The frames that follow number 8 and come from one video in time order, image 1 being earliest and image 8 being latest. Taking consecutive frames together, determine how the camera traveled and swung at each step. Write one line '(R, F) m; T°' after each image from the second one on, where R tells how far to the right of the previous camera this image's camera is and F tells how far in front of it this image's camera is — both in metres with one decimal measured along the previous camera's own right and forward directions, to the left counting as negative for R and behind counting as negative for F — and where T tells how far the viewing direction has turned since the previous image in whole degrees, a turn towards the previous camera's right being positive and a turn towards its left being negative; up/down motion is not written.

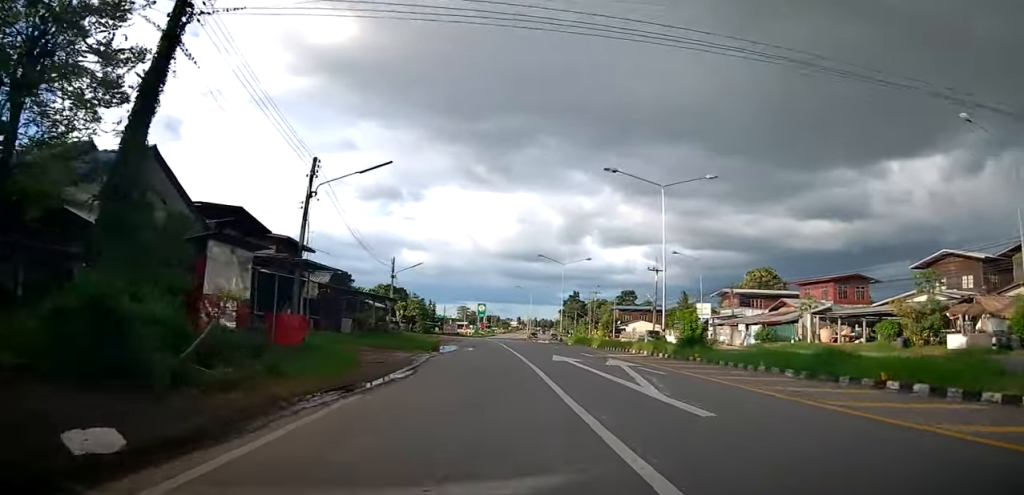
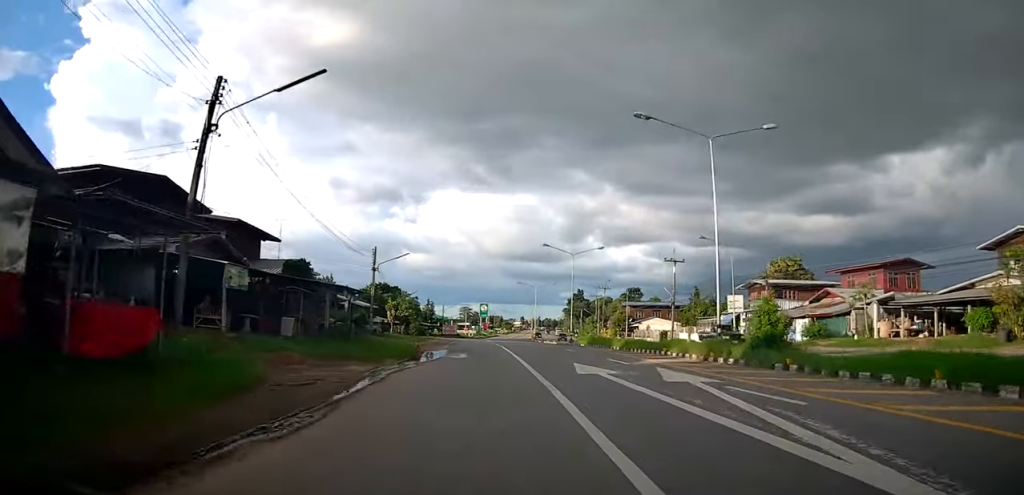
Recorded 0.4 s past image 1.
(0.0, +7.6) m; 0°
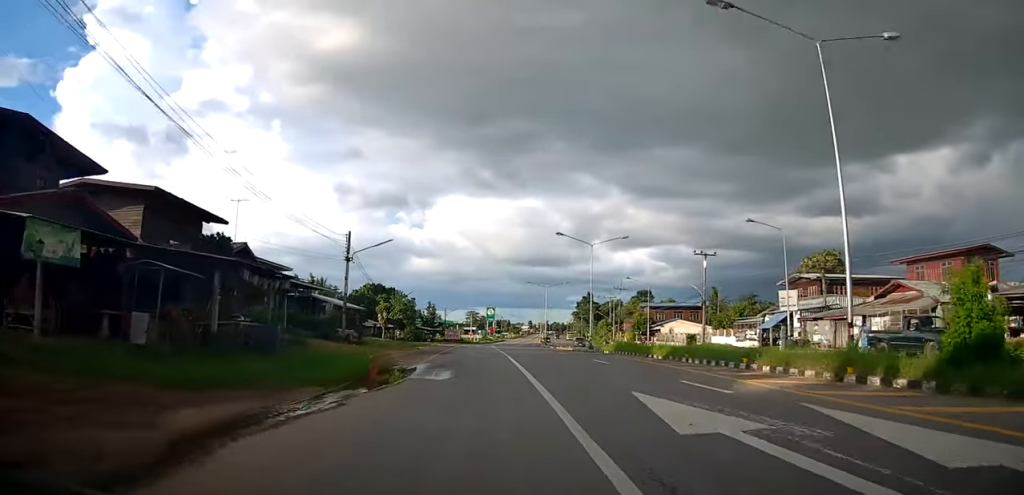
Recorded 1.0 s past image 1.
(+0.4, +8.7) m; 0°
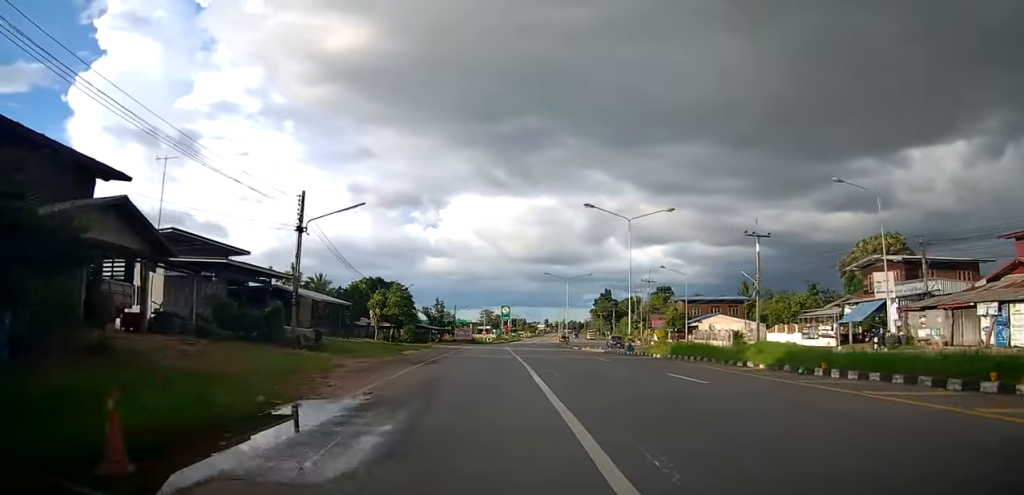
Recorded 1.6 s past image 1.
(0.0, +10.1) m; -2°
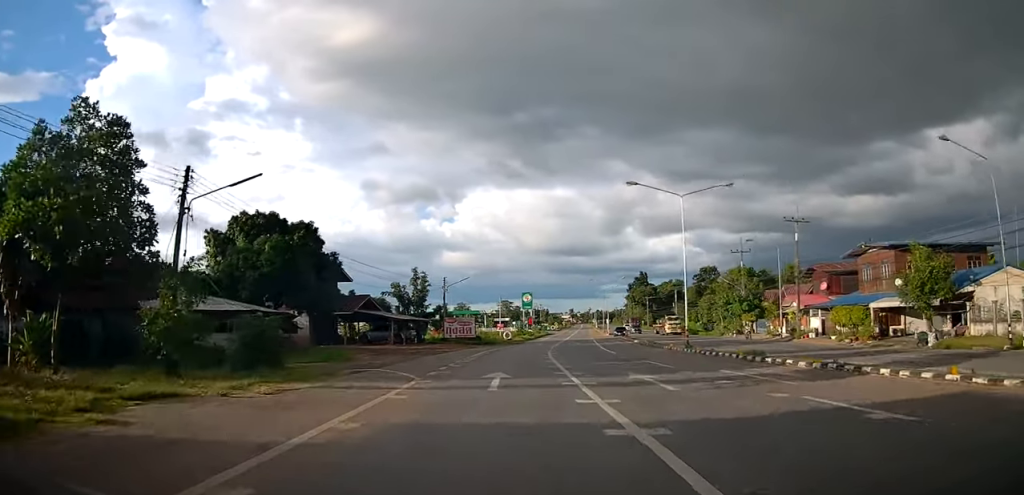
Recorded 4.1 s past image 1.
(-2.5, +43.2) m; -1°
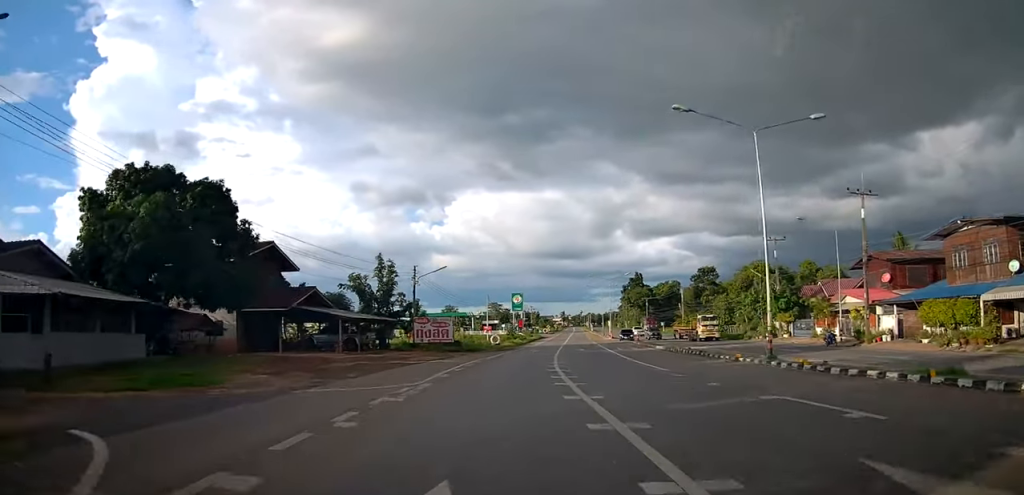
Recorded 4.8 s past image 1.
(+0.1, +11.7) m; 0°
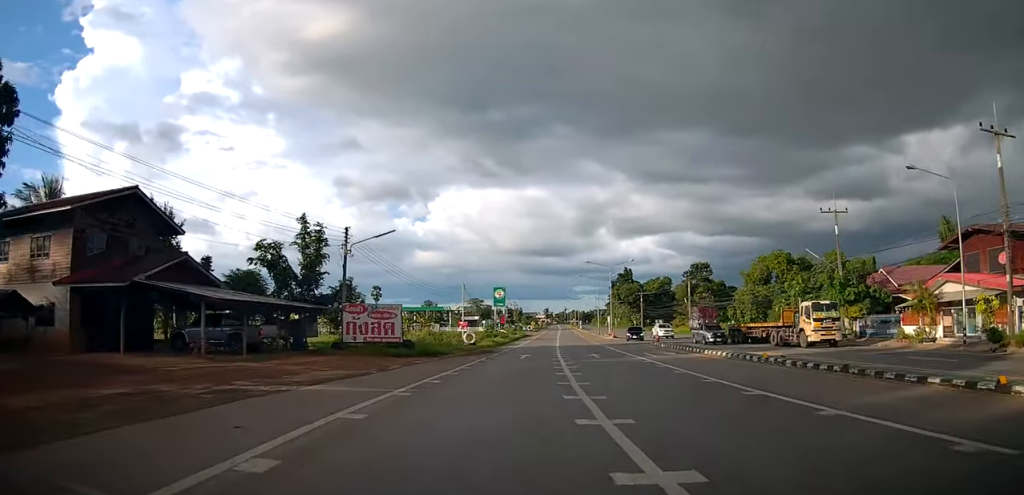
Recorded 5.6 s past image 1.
(0.0, +14.4) m; +1°
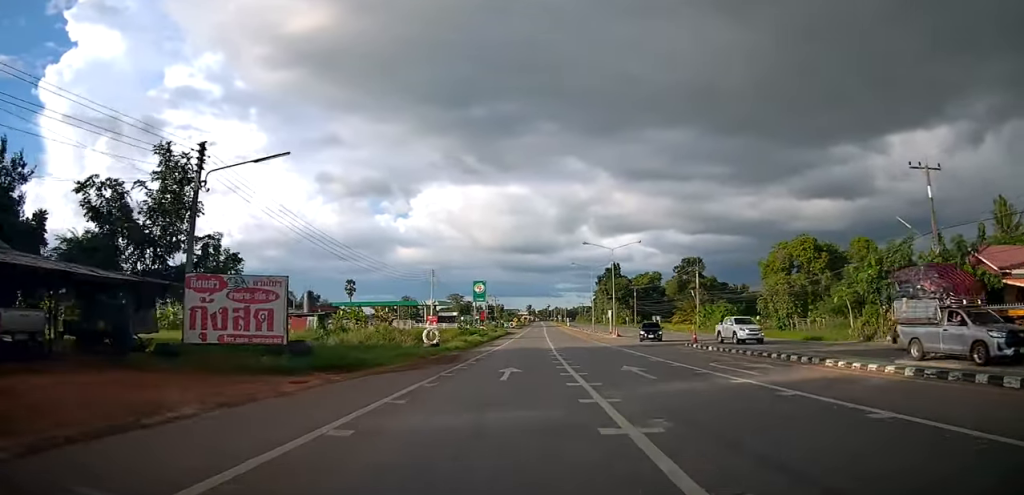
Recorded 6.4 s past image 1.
(0.0, +13.1) m; +2°
